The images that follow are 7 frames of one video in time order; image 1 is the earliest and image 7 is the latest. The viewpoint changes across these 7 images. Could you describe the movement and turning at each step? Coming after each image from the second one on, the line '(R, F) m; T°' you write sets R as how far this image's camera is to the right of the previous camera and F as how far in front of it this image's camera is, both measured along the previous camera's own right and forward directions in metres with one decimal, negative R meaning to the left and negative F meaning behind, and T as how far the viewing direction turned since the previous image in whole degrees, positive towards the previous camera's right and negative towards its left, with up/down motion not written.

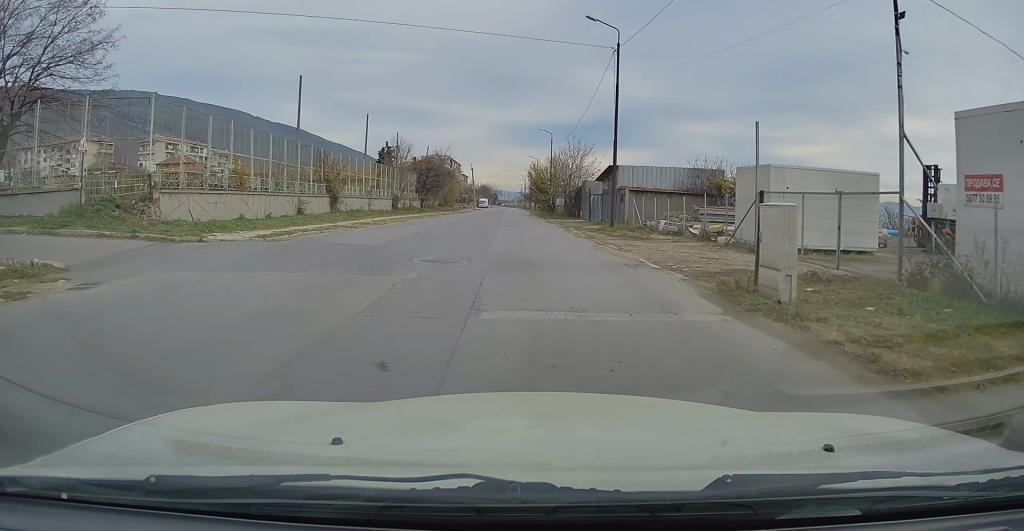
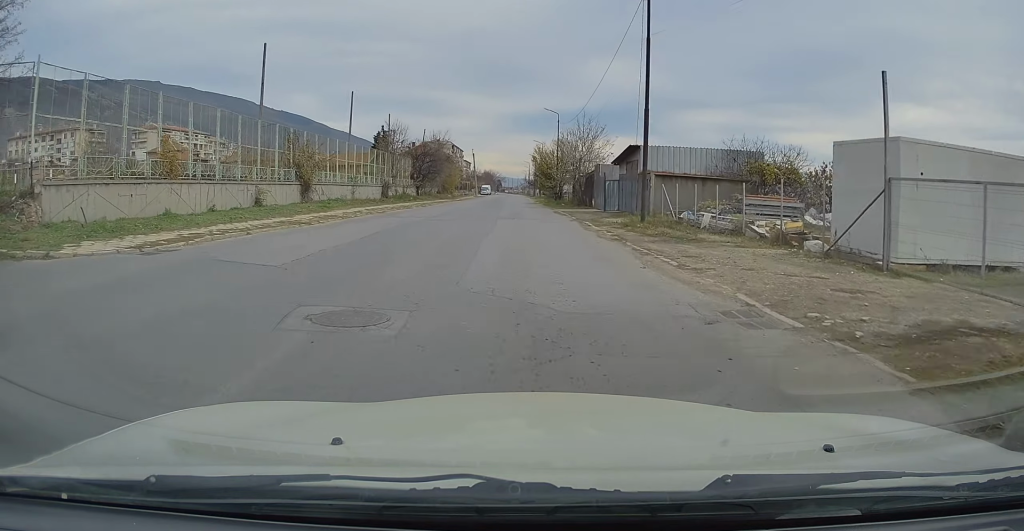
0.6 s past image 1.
(-0.1, +6.5) m; -1°
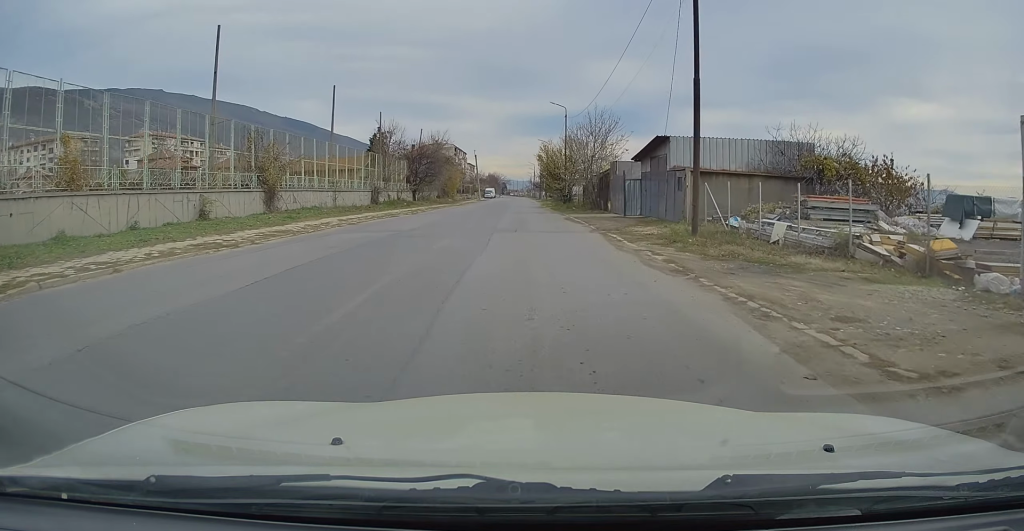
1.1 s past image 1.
(-0.1, +6.0) m; 0°
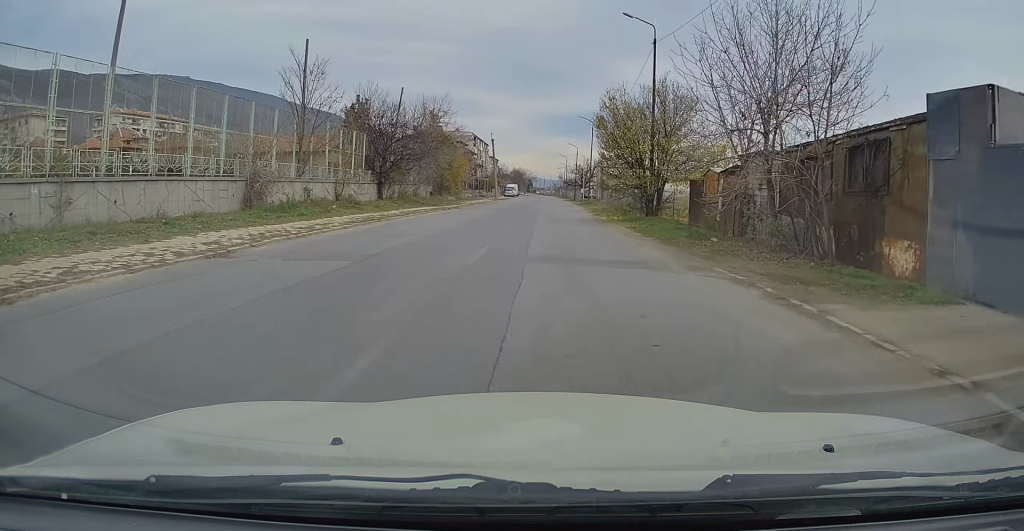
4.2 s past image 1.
(-0.2, +29.8) m; -1°
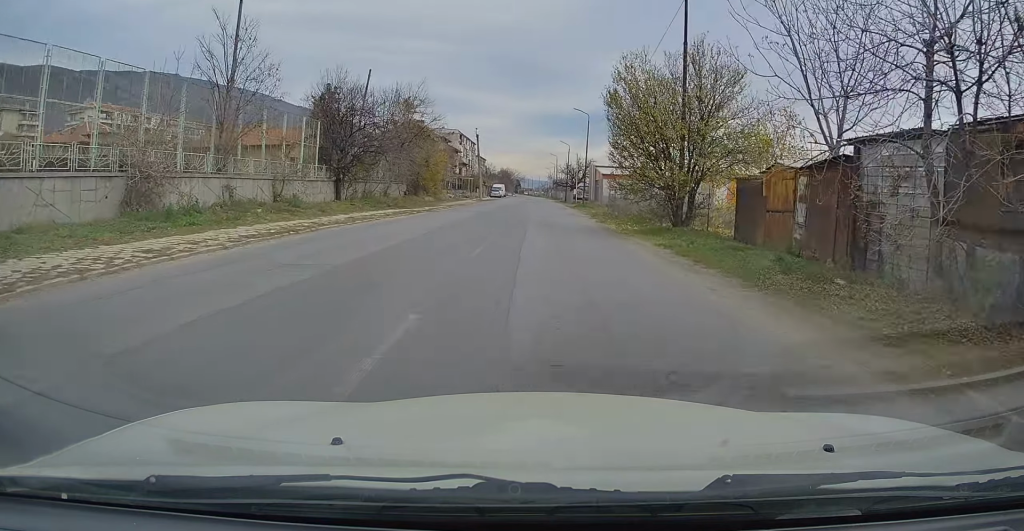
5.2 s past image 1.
(0.0, +7.7) m; 0°
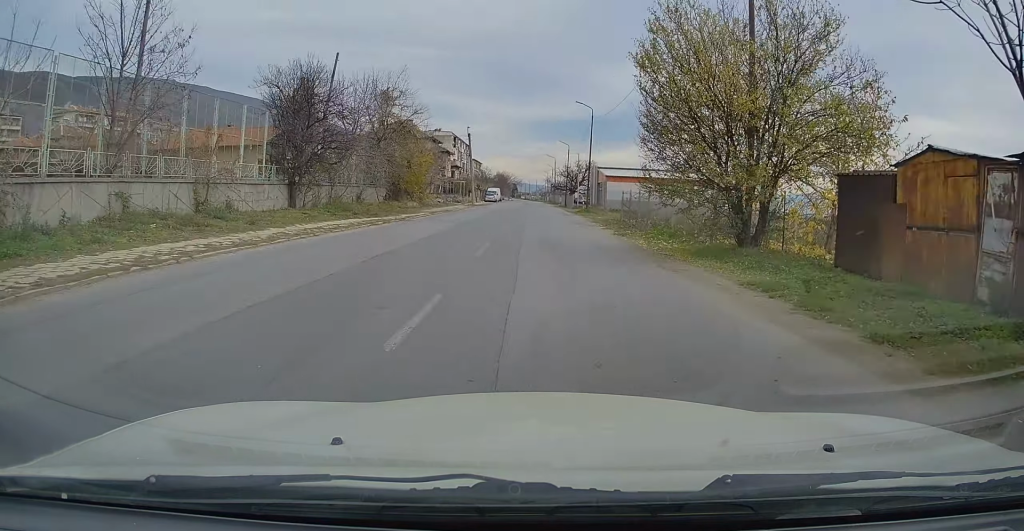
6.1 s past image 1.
(0.0, +7.1) m; 0°
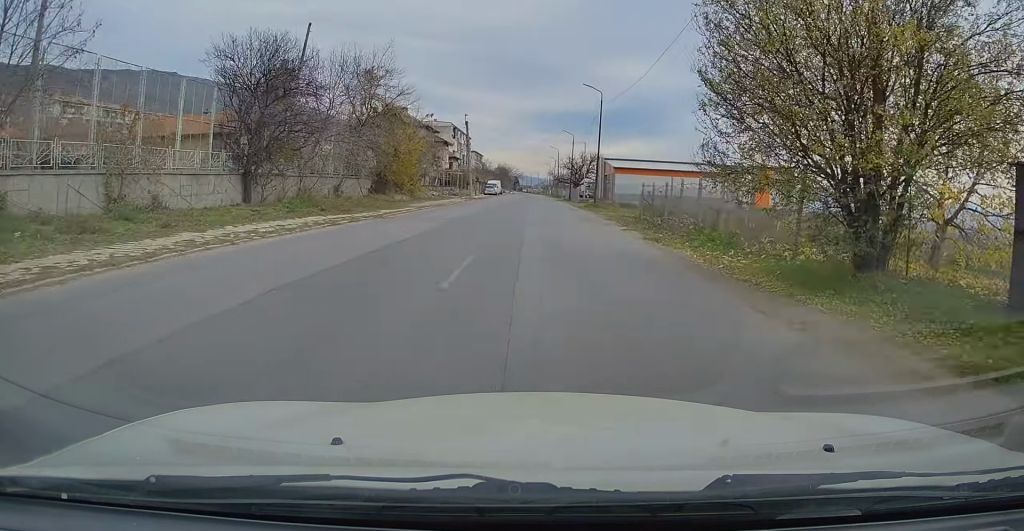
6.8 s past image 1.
(0.0, +5.5) m; 0°
